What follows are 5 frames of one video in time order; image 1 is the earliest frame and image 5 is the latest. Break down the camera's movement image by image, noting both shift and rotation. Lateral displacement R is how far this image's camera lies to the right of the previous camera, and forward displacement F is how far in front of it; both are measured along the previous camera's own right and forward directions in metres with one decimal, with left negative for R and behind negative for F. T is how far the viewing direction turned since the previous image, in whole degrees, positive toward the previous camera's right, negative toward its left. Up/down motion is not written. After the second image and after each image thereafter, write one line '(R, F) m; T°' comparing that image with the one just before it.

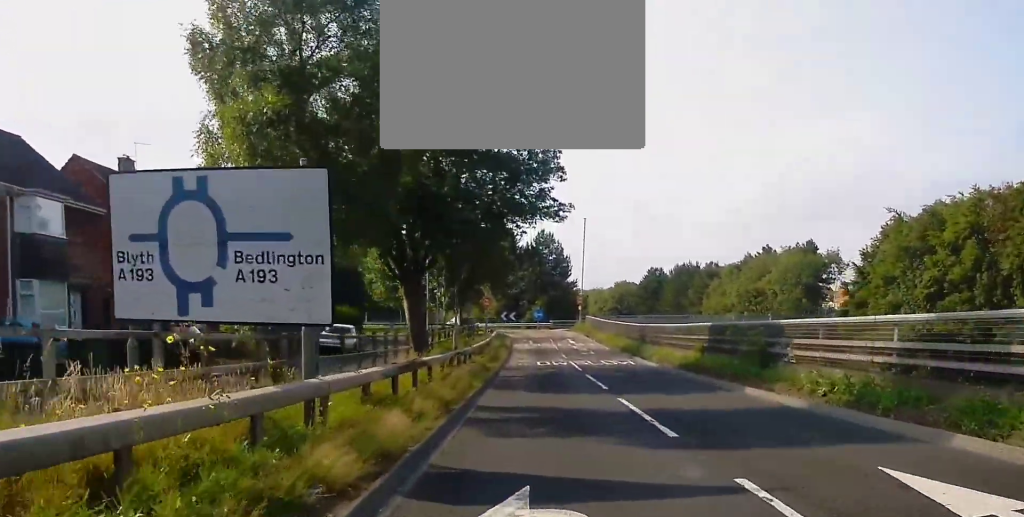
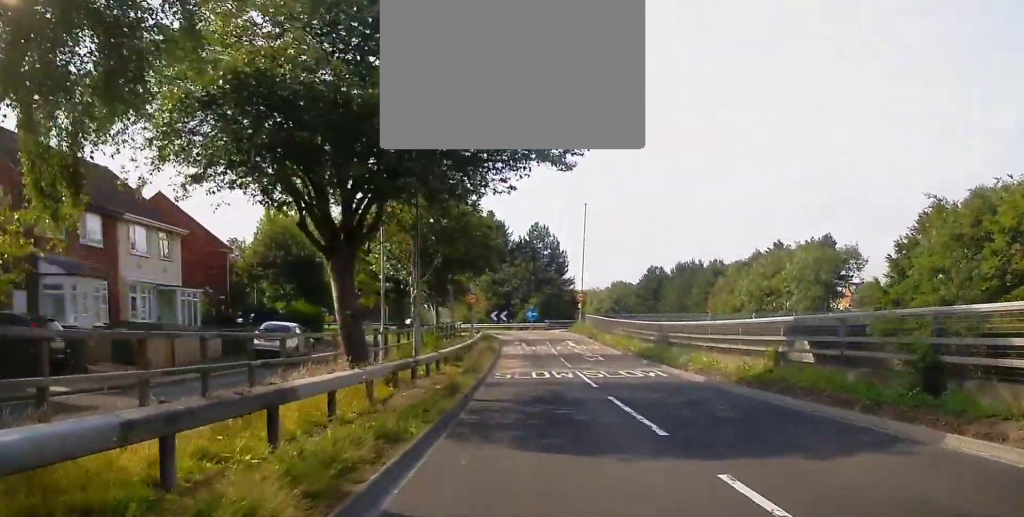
(-0.1, +8.8) m; +1°
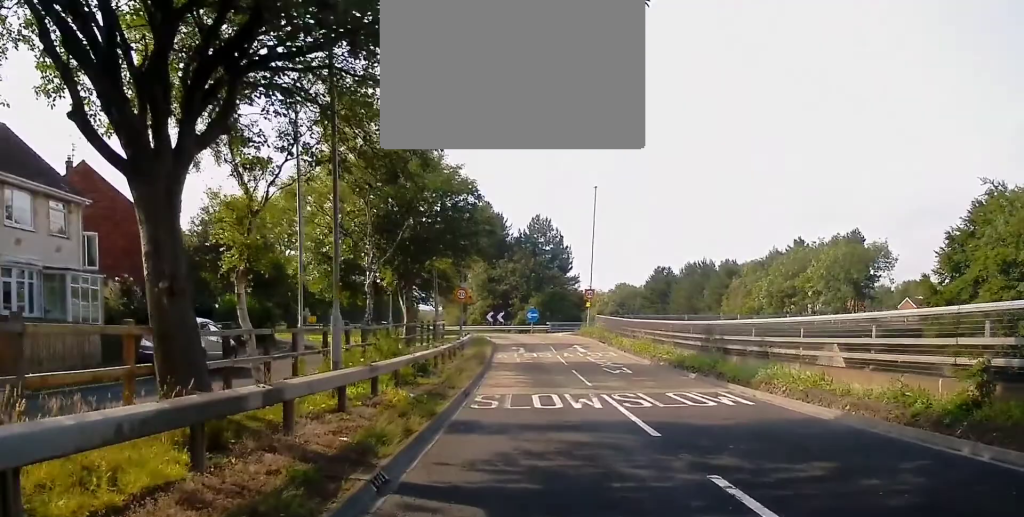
(+0.3, +9.1) m; 0°
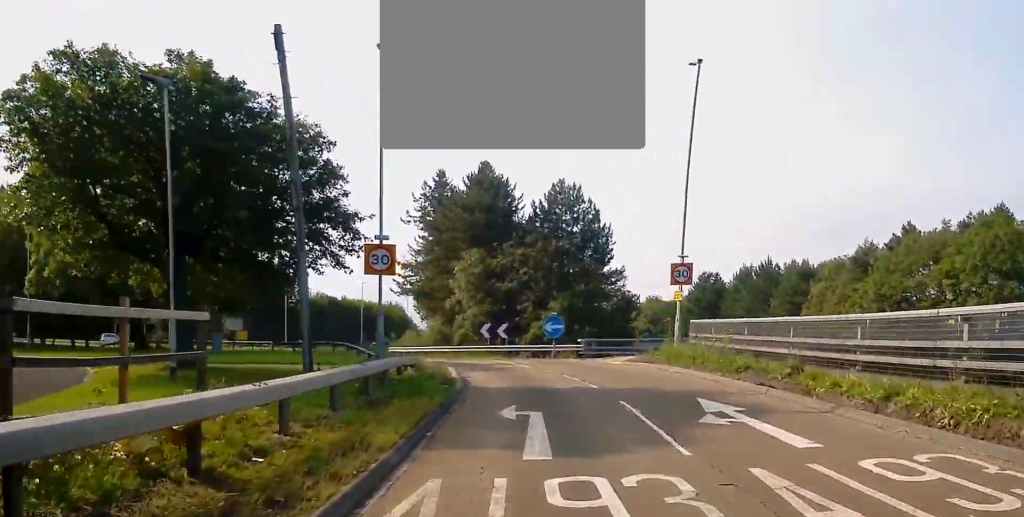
(0.0, +28.9) m; -1°
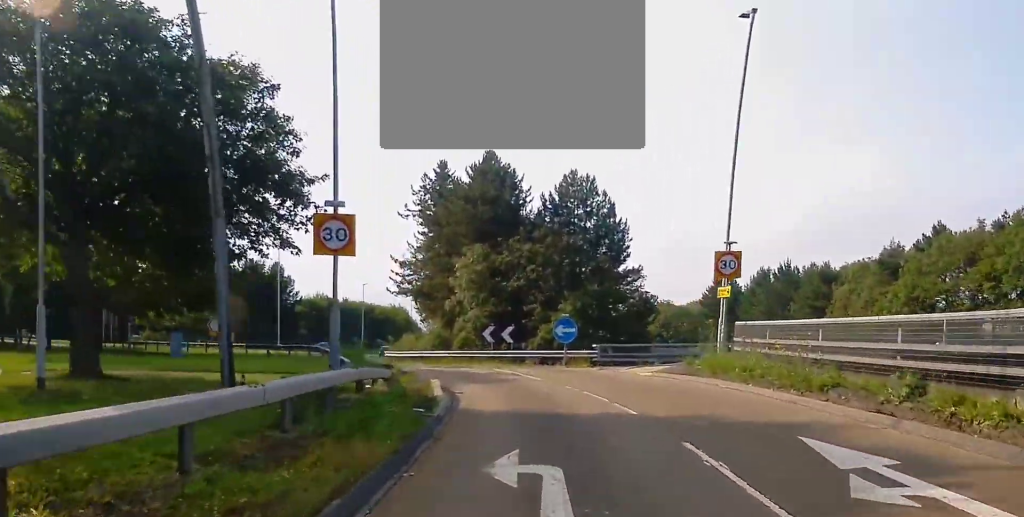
(-0.2, +4.8) m; -2°
